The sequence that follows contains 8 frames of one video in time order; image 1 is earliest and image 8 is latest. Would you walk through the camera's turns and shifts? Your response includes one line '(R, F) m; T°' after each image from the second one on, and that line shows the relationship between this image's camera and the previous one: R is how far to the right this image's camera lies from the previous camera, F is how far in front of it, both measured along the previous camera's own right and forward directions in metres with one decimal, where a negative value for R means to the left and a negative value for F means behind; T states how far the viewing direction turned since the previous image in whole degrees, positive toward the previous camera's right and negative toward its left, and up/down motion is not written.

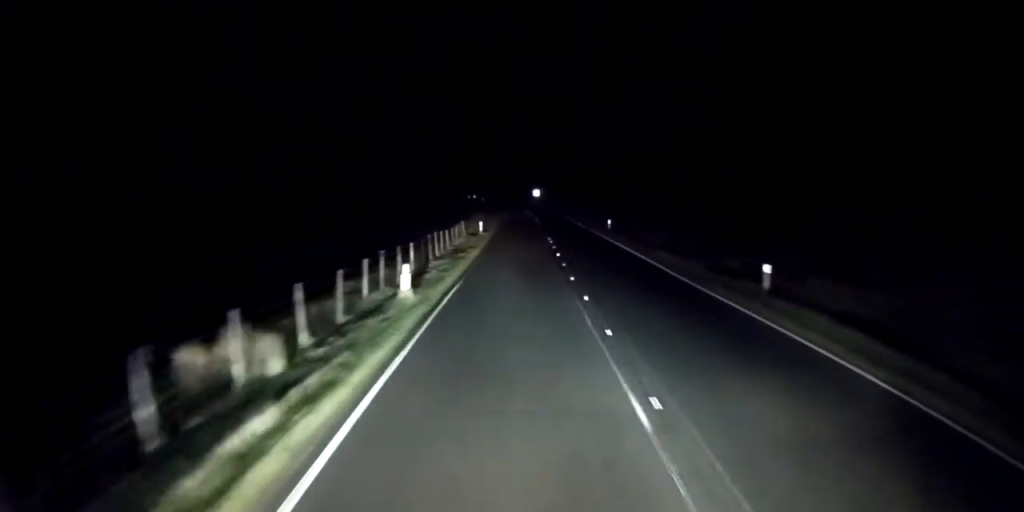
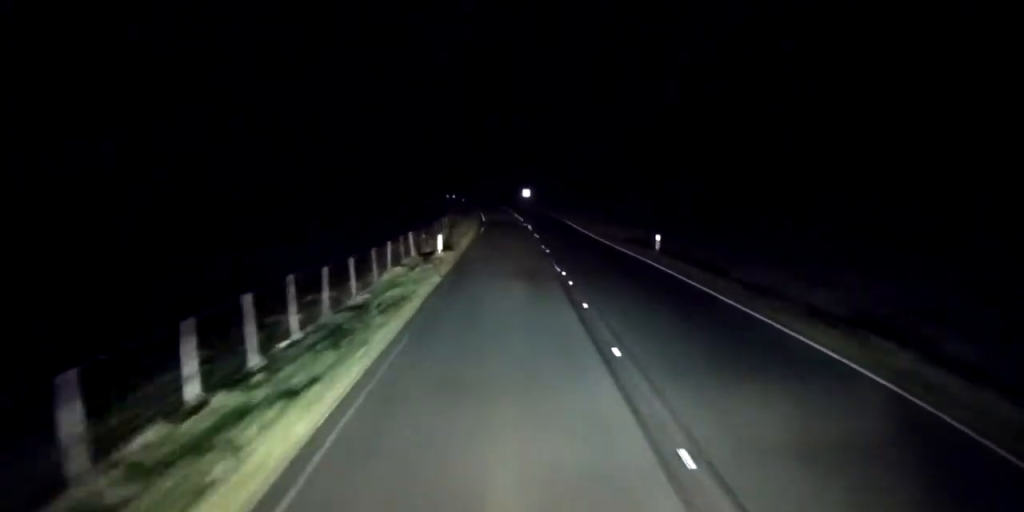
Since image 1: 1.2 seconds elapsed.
(0.0, +19.0) m; 0°
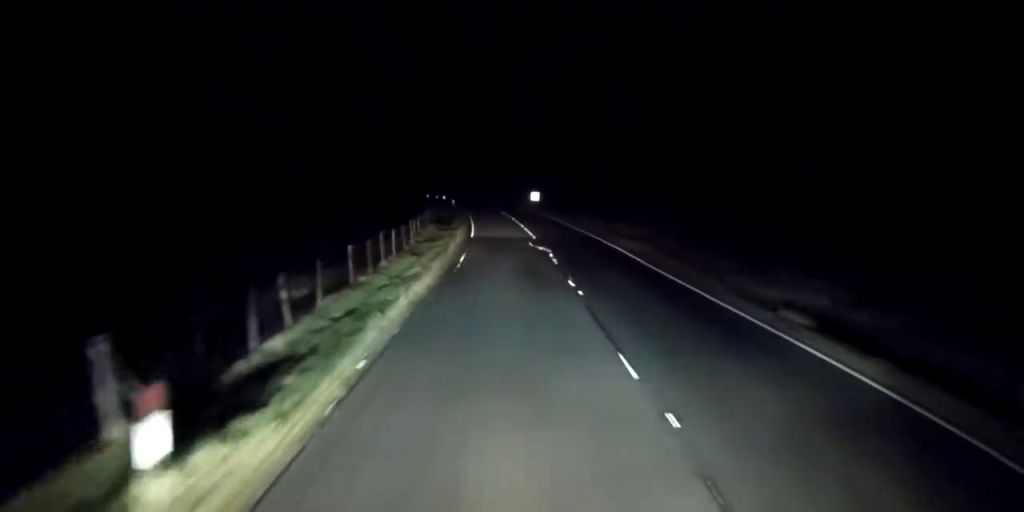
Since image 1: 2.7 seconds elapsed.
(0.0, +21.8) m; -1°
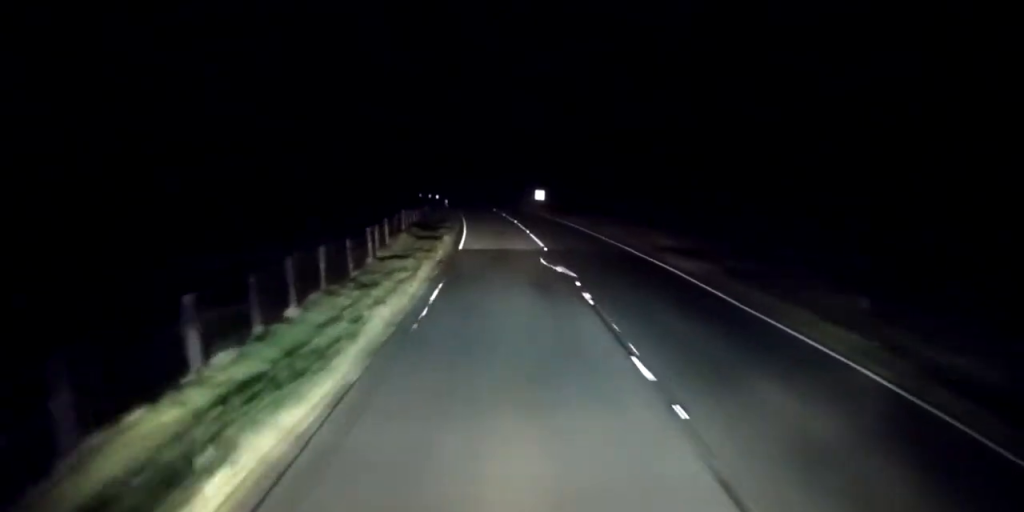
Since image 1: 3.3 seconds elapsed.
(-0.1, +9.2) m; 0°
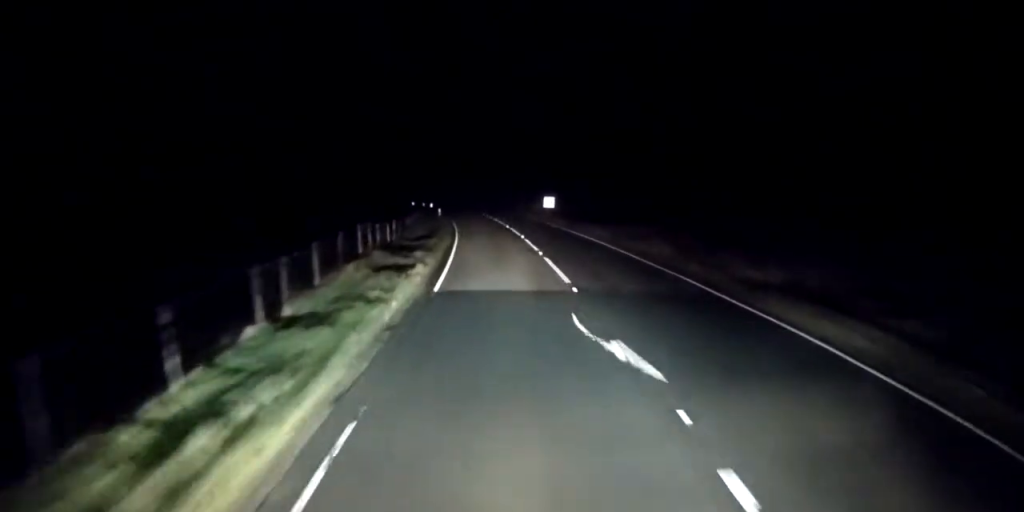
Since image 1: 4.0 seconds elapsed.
(0.0, +9.6) m; -1°
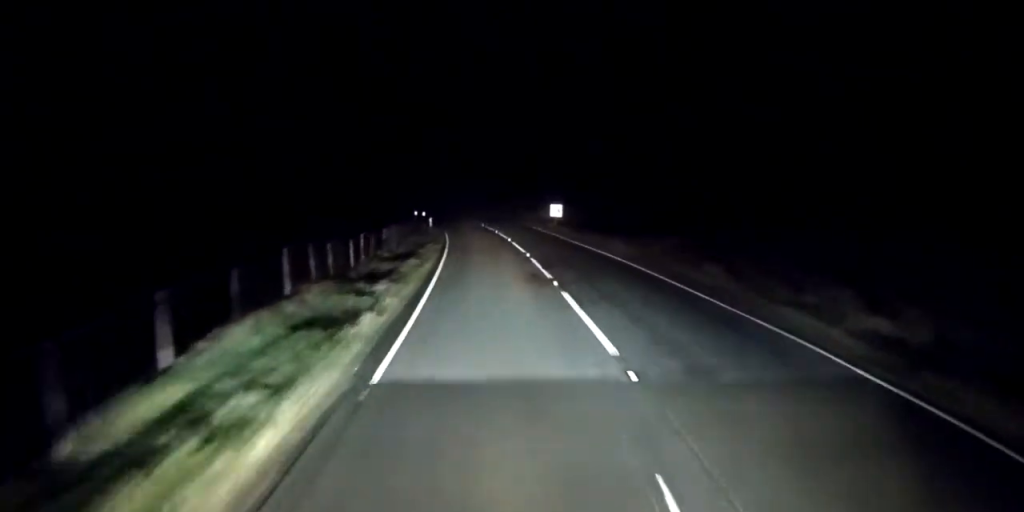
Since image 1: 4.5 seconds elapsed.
(+0.1, +7.2) m; -1°
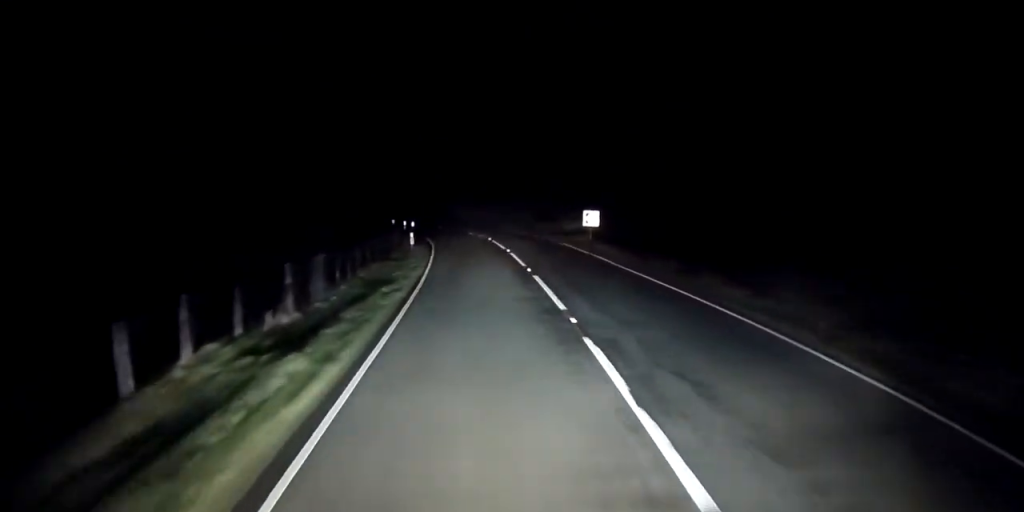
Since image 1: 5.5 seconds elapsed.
(-0.4, +14.3) m; -2°
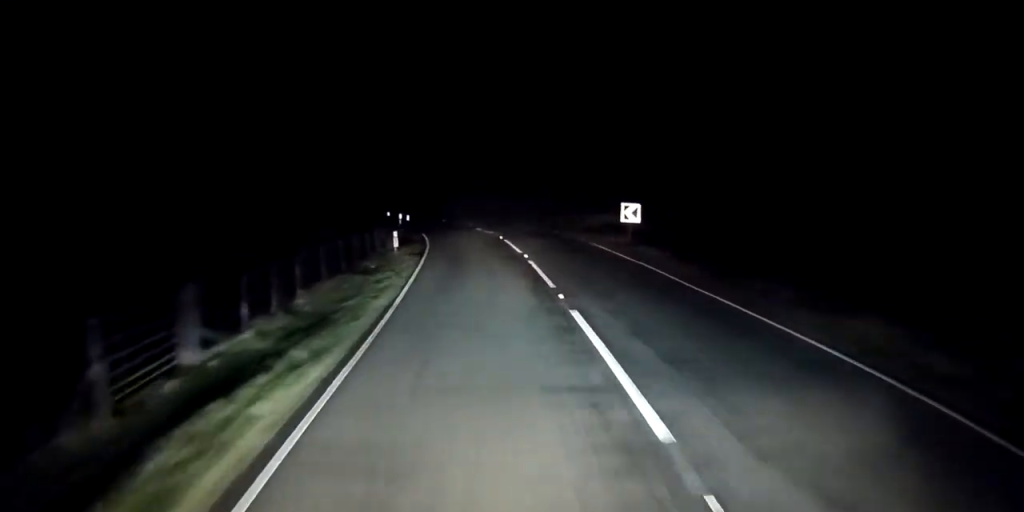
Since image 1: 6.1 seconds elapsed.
(0.0, +7.8) m; 0°
